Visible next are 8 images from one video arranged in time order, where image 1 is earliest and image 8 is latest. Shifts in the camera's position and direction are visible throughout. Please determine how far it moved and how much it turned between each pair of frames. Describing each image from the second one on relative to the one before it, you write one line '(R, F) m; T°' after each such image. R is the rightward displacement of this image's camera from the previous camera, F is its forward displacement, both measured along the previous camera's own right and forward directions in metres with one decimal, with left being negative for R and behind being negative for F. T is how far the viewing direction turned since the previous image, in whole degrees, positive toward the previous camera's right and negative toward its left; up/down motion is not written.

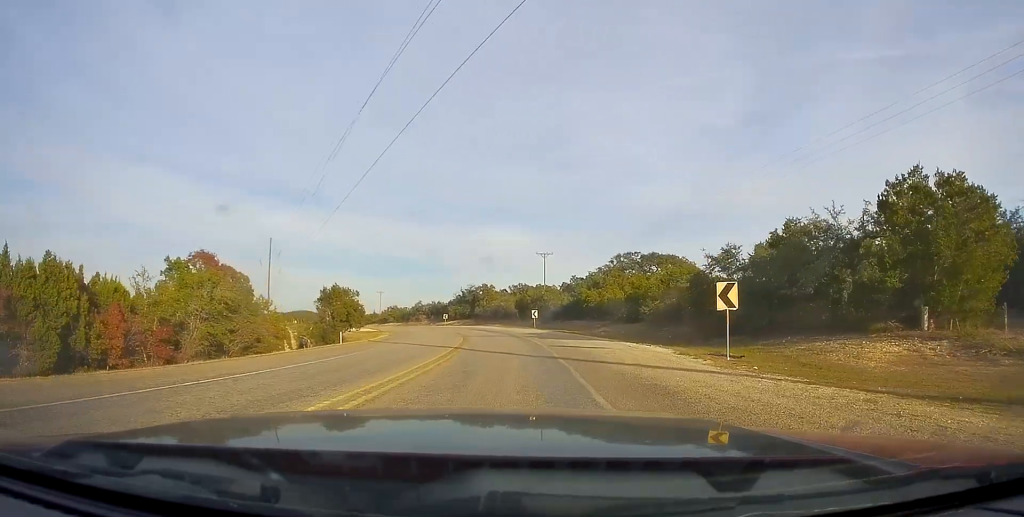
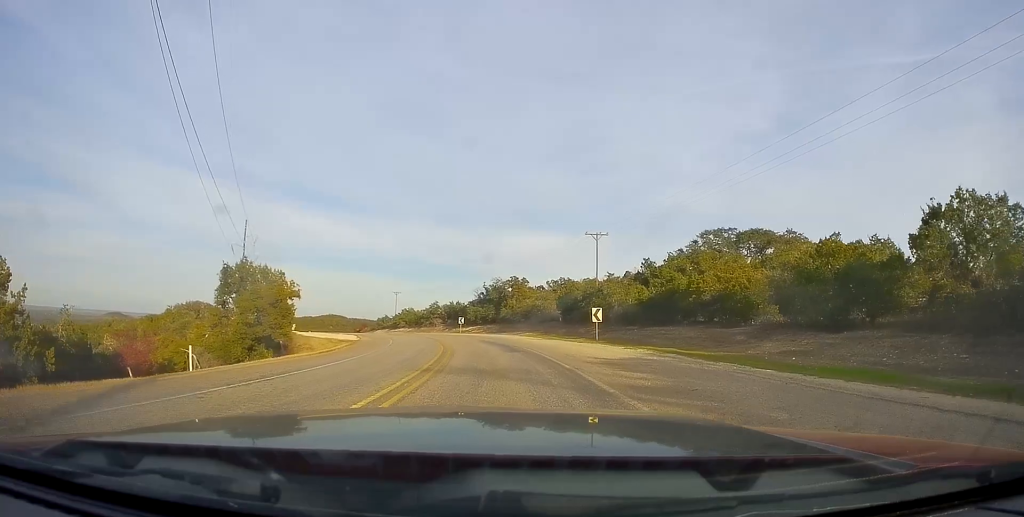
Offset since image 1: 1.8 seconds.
(-0.7, +29.2) m; -5°
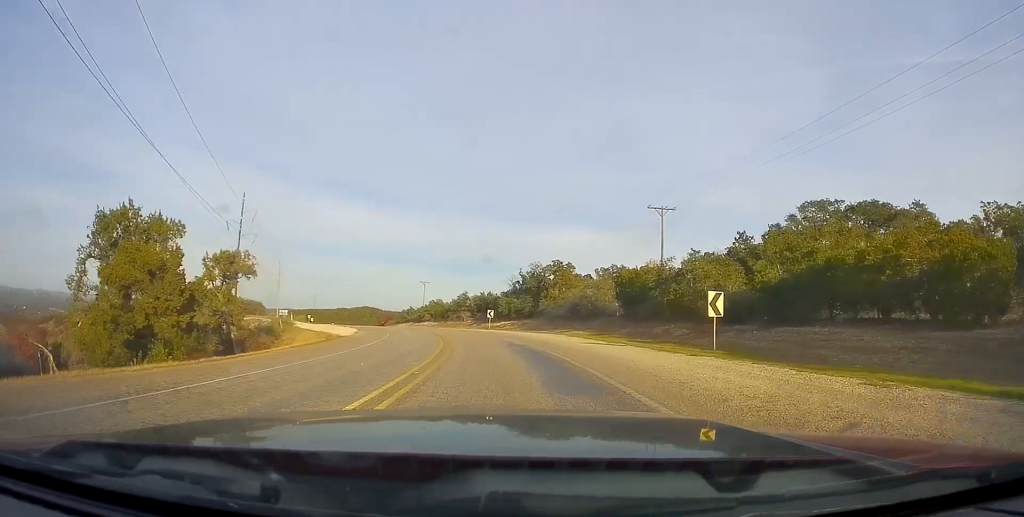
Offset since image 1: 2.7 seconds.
(-0.6, +15.6) m; -3°
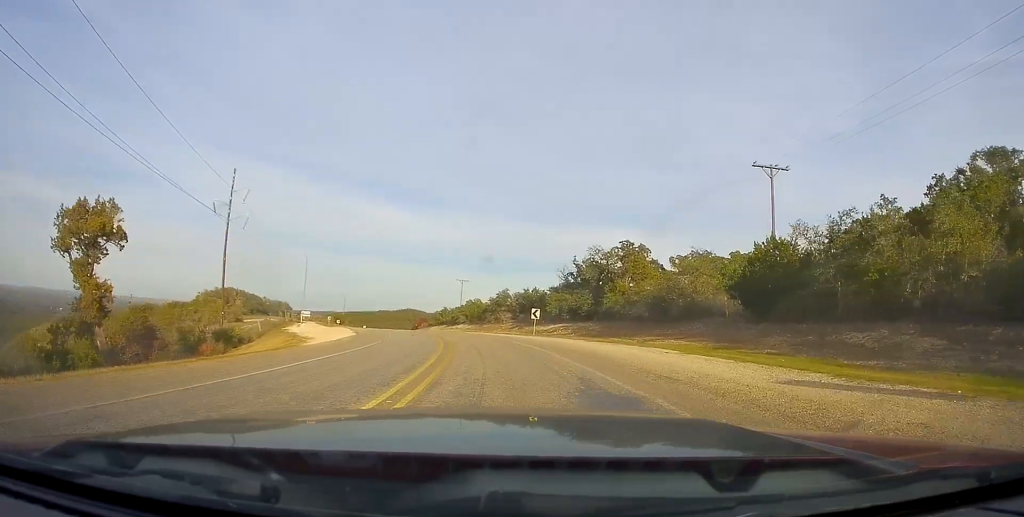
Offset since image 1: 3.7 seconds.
(-0.3, +17.7) m; -4°
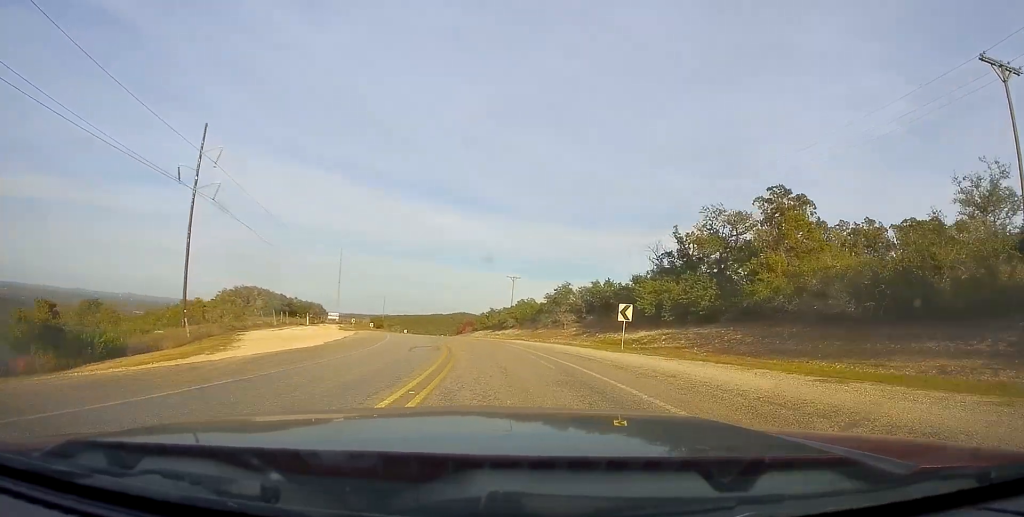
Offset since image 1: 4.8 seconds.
(-1.2, +20.7) m; -5°
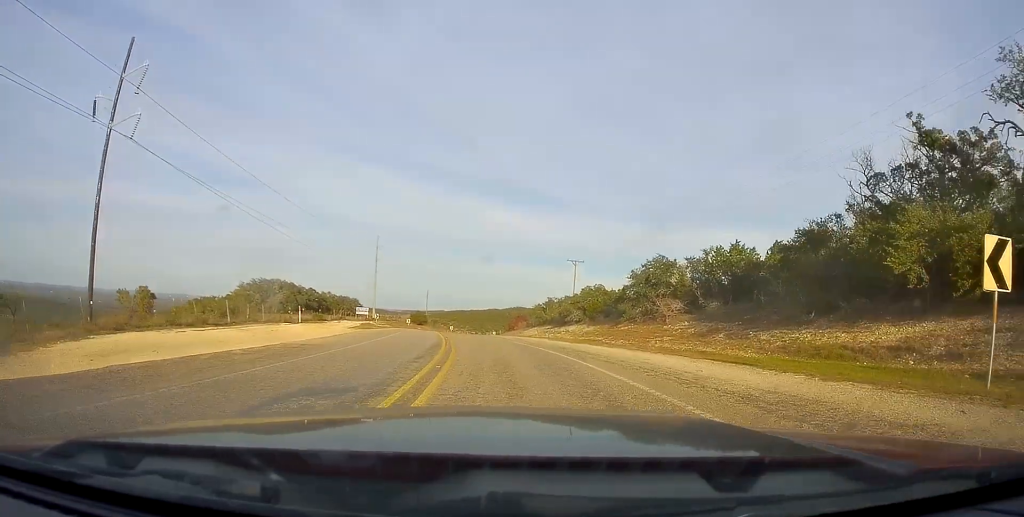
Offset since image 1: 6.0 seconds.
(-0.5, +21.1) m; -5°
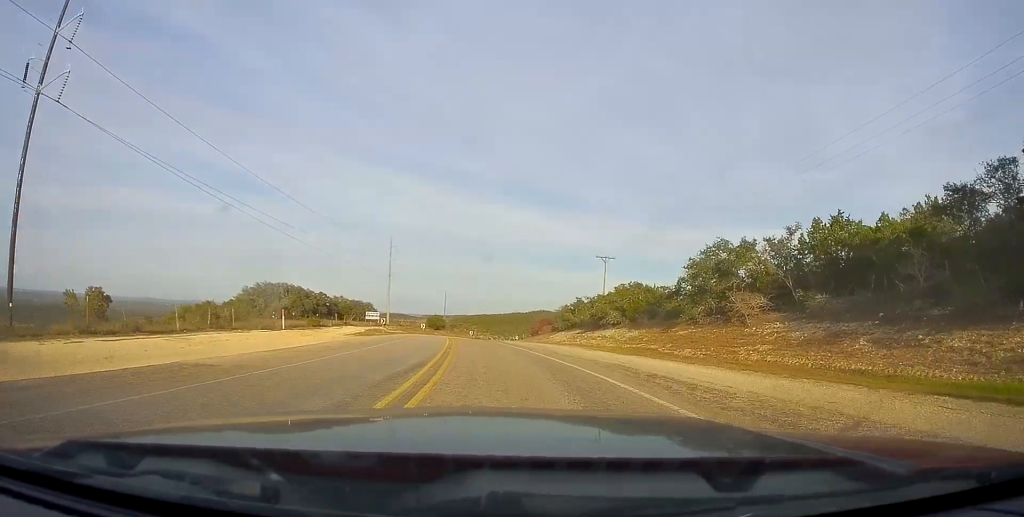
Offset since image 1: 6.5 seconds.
(0.0, +9.8) m; -3°
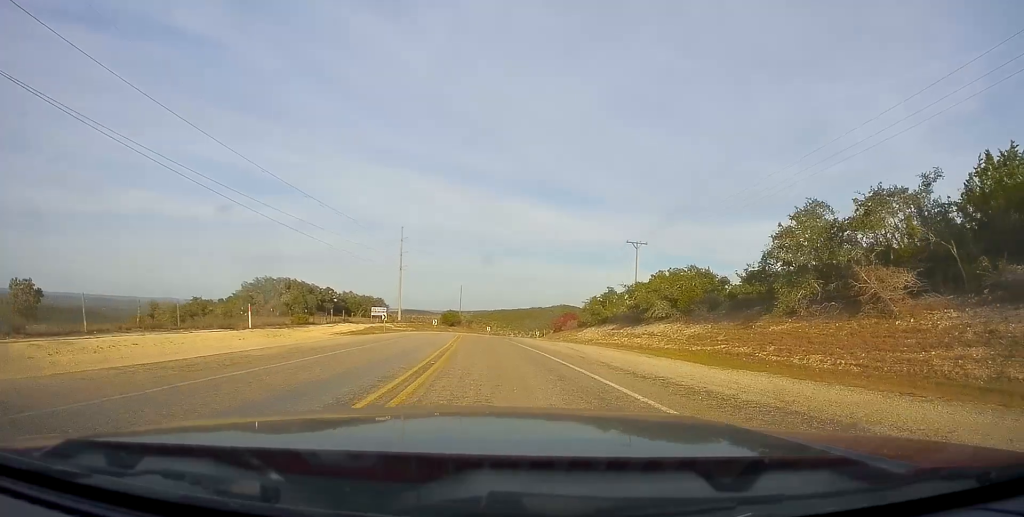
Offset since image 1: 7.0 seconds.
(-0.7, +10.0) m; -2°
